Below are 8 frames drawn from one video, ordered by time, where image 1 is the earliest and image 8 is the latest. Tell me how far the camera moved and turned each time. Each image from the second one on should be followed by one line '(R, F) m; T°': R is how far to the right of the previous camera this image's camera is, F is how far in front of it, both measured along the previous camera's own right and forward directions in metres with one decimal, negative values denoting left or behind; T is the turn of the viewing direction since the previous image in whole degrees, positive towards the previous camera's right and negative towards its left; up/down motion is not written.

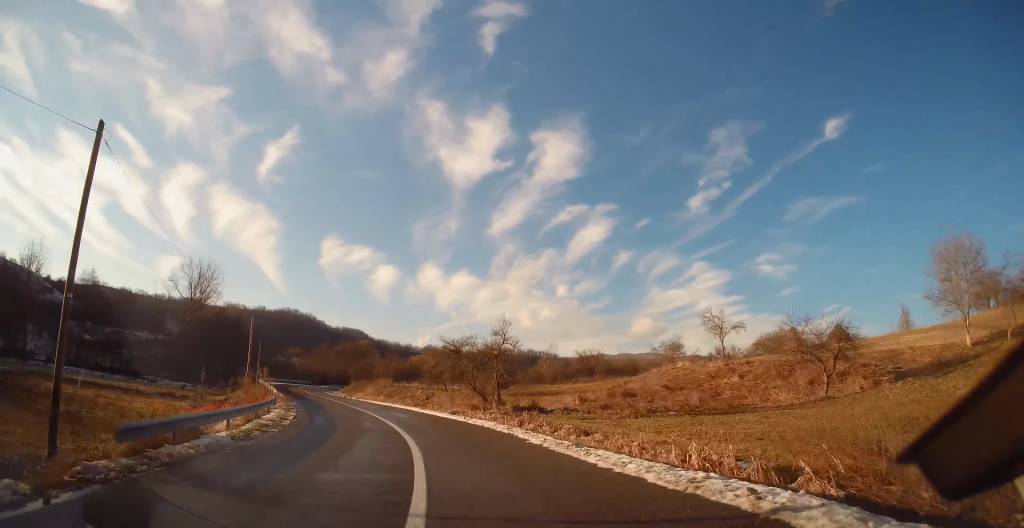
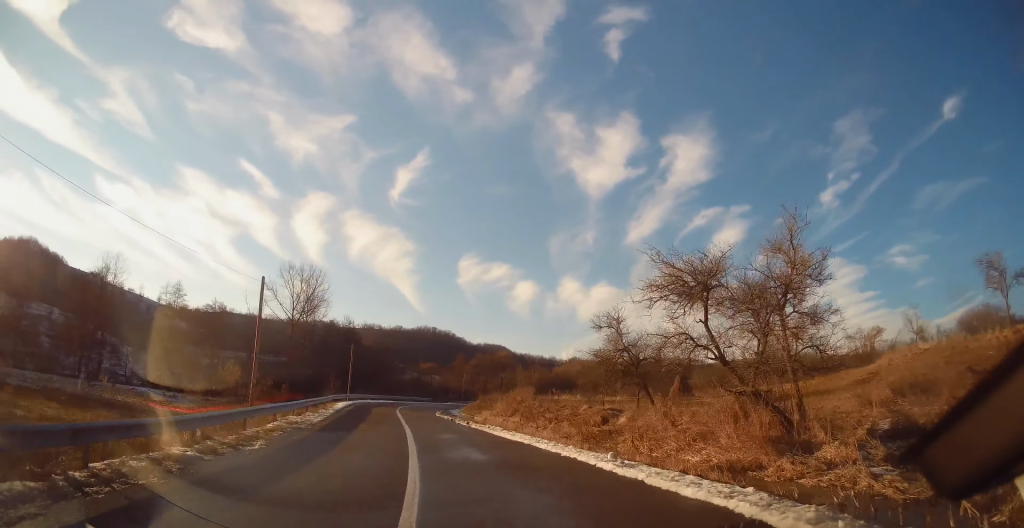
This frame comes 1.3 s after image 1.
(-2.5, +21.0) m; -12°
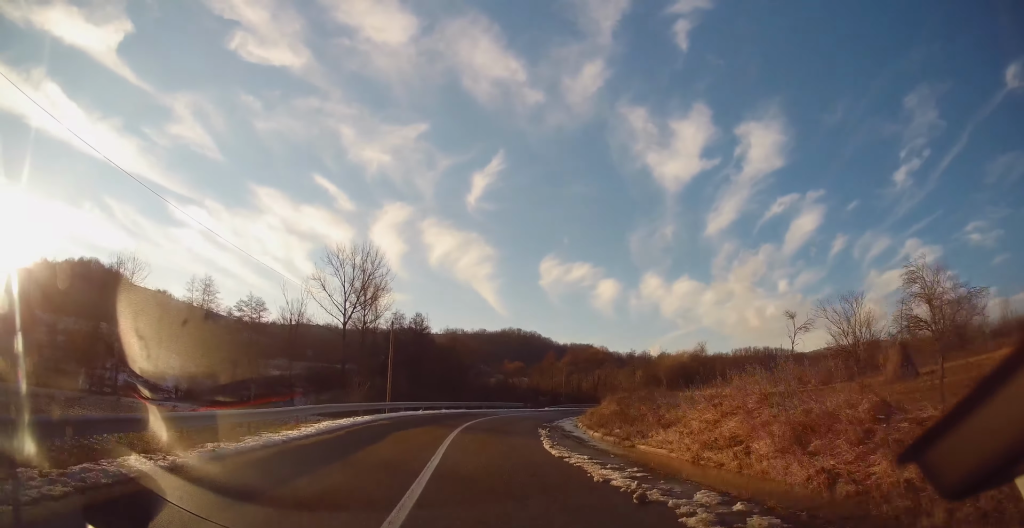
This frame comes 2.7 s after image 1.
(-1.9, +22.3) m; -7°
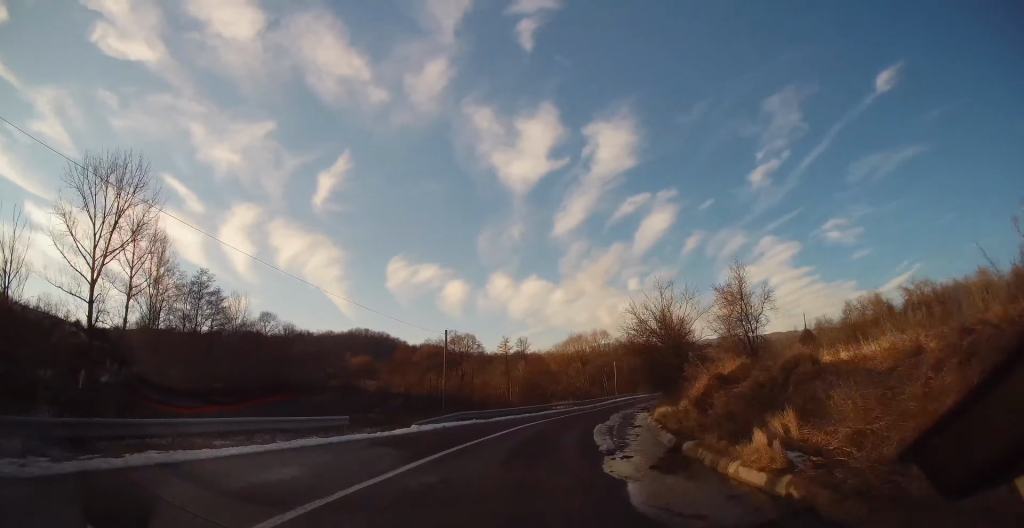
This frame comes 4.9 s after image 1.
(+4.9, +36.5) m; +19°
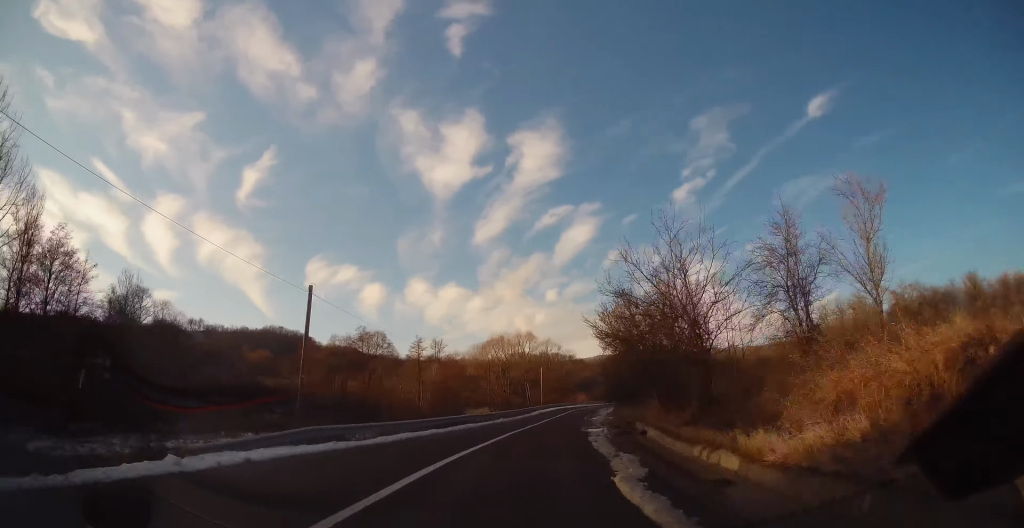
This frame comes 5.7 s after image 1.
(+0.4, +13.3) m; +8°
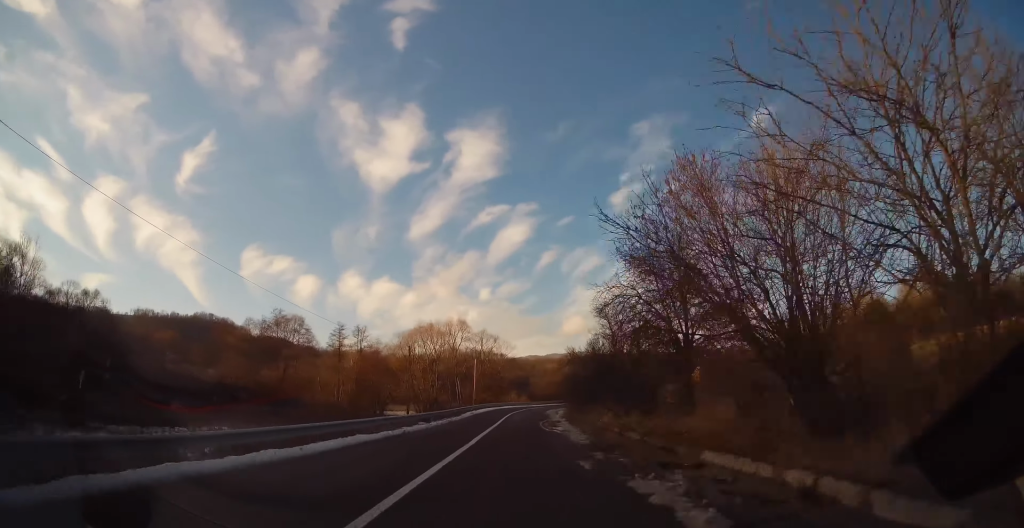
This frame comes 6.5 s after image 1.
(+1.4, +13.1) m; +5°
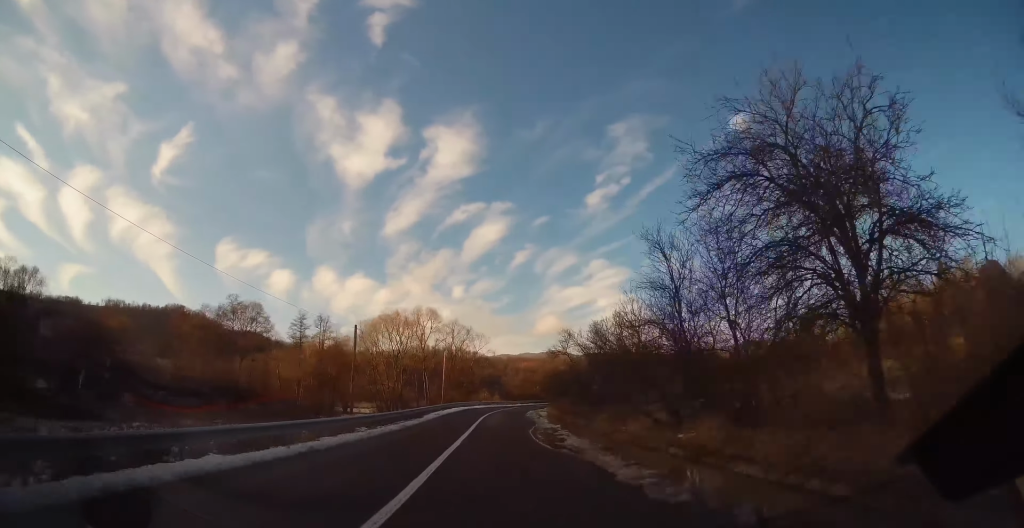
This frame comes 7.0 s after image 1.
(+0.2, +9.3) m; +2°
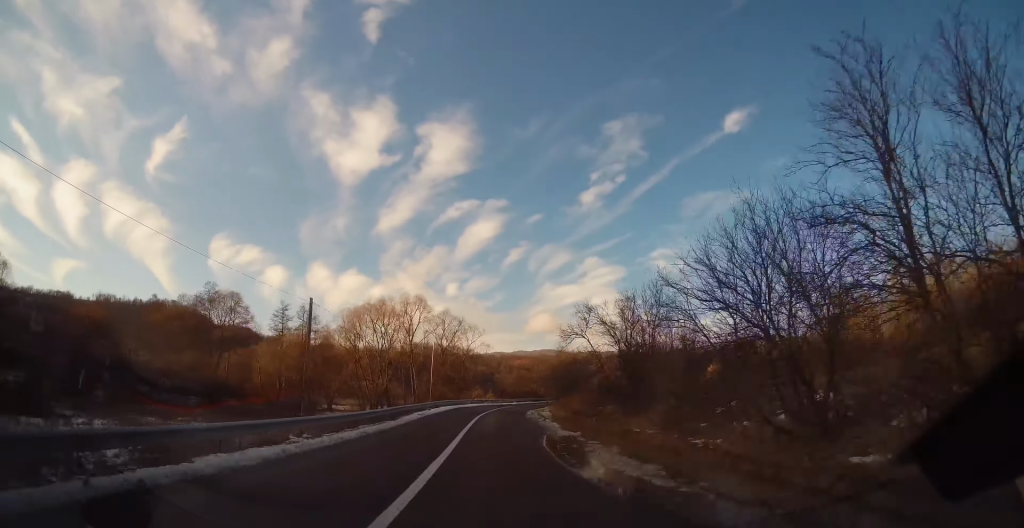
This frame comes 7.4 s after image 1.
(-0.1, +7.0) m; +1°
